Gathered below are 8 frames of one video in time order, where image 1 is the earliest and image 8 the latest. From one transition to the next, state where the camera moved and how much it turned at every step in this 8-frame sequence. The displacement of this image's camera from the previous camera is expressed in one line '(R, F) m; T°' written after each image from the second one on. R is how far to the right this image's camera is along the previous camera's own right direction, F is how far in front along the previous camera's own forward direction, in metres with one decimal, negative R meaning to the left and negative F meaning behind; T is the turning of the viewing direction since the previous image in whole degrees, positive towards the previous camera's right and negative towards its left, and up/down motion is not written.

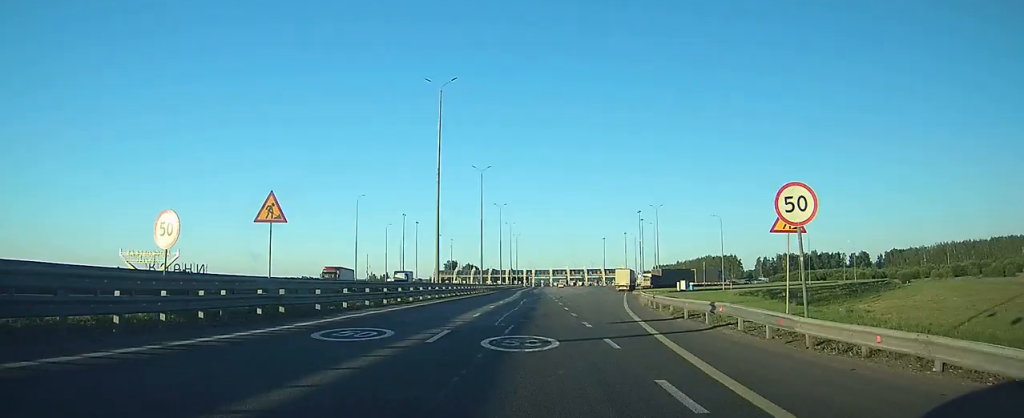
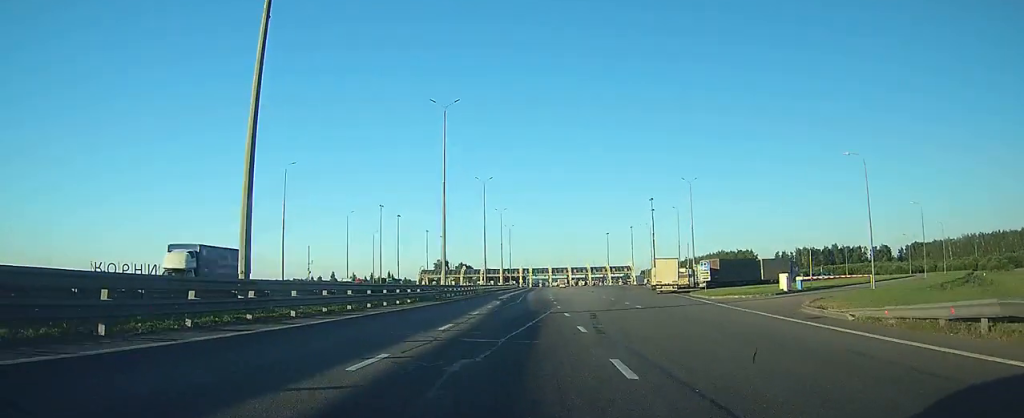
(+0.2, +40.0) m; 0°
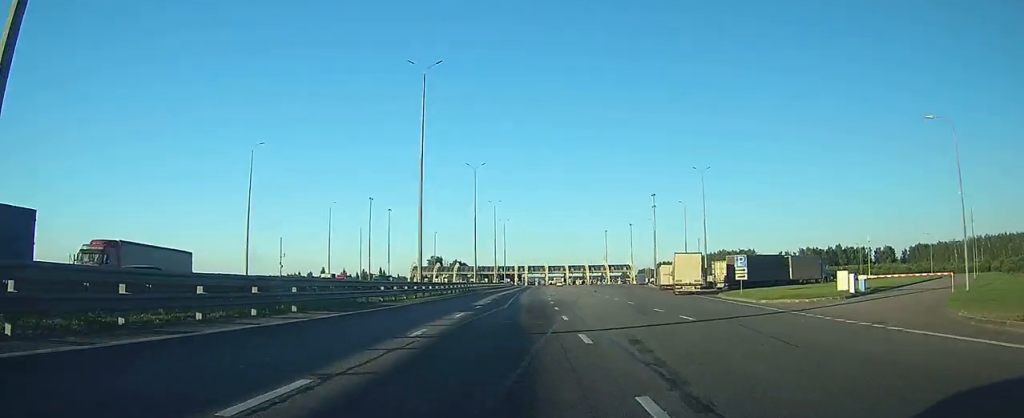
(0.0, +11.8) m; 0°
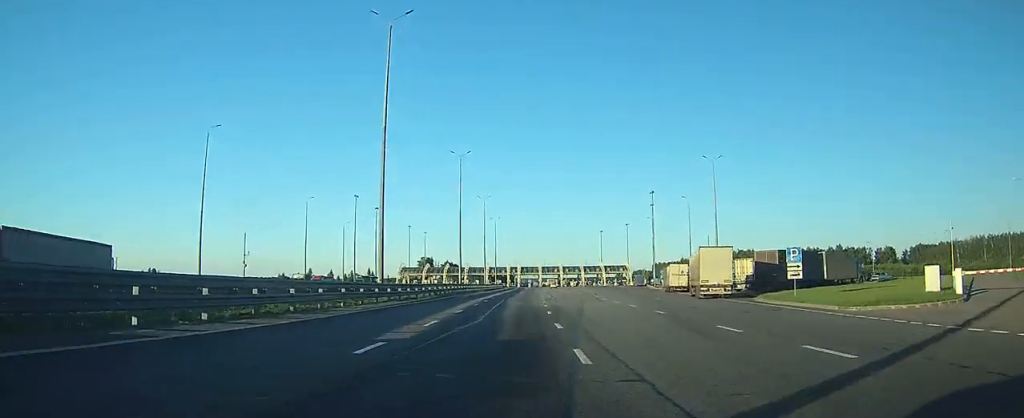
(0.0, +11.6) m; 0°
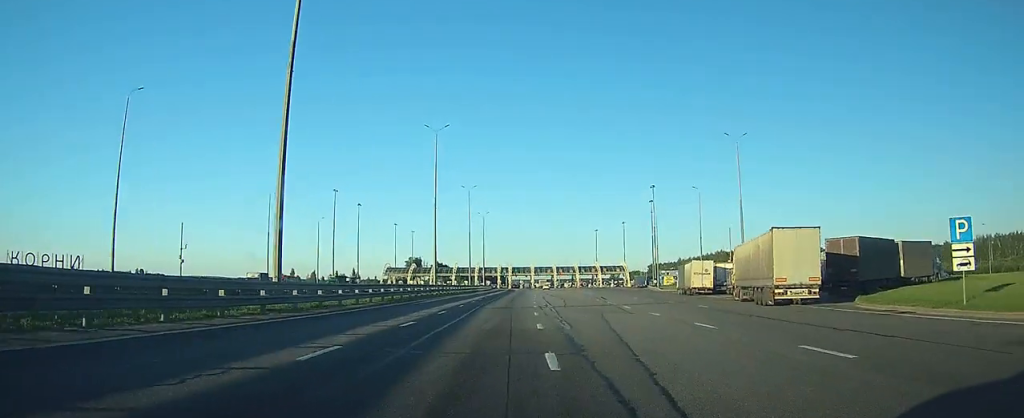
(+0.1, +16.7) m; +1°
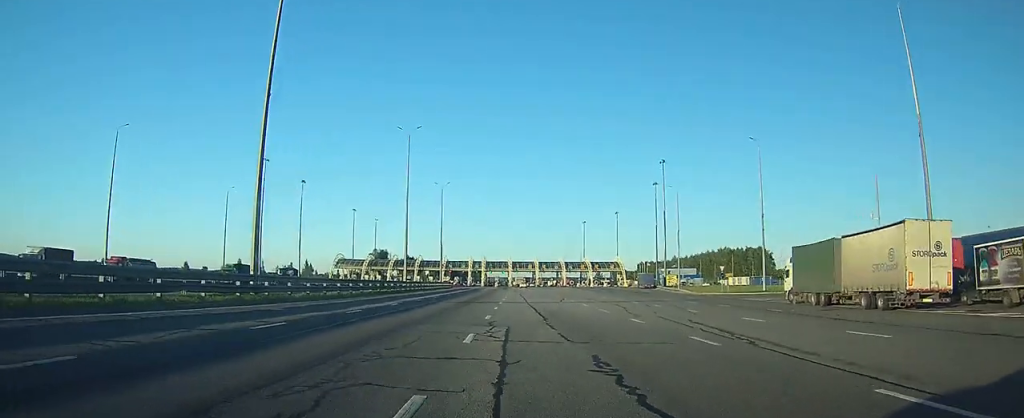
(+0.5, +46.1) m; +1°
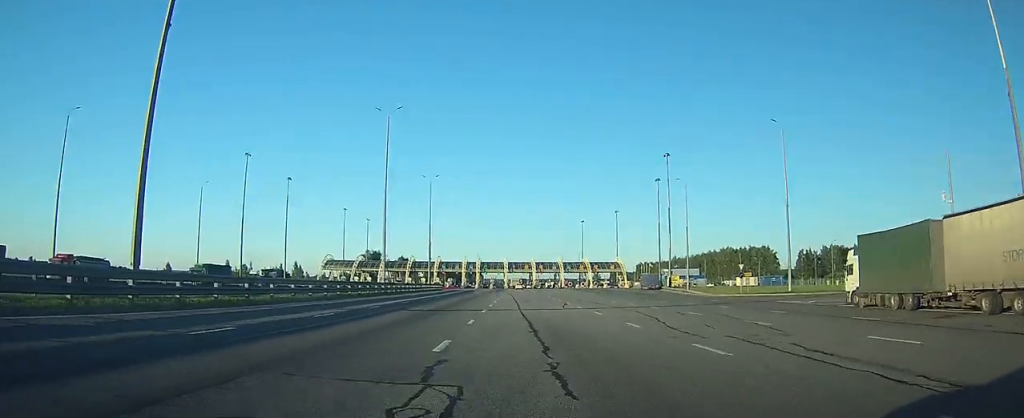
(0.0, +10.0) m; 0°
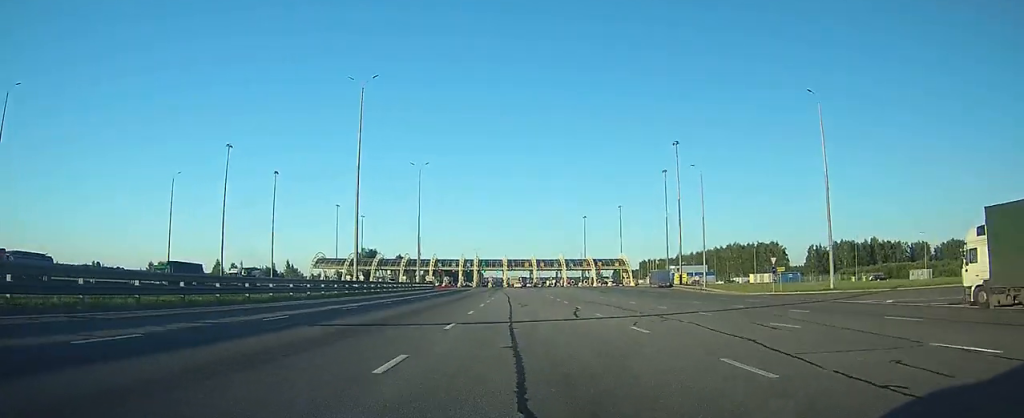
(+0.1, +11.0) m; +1°
